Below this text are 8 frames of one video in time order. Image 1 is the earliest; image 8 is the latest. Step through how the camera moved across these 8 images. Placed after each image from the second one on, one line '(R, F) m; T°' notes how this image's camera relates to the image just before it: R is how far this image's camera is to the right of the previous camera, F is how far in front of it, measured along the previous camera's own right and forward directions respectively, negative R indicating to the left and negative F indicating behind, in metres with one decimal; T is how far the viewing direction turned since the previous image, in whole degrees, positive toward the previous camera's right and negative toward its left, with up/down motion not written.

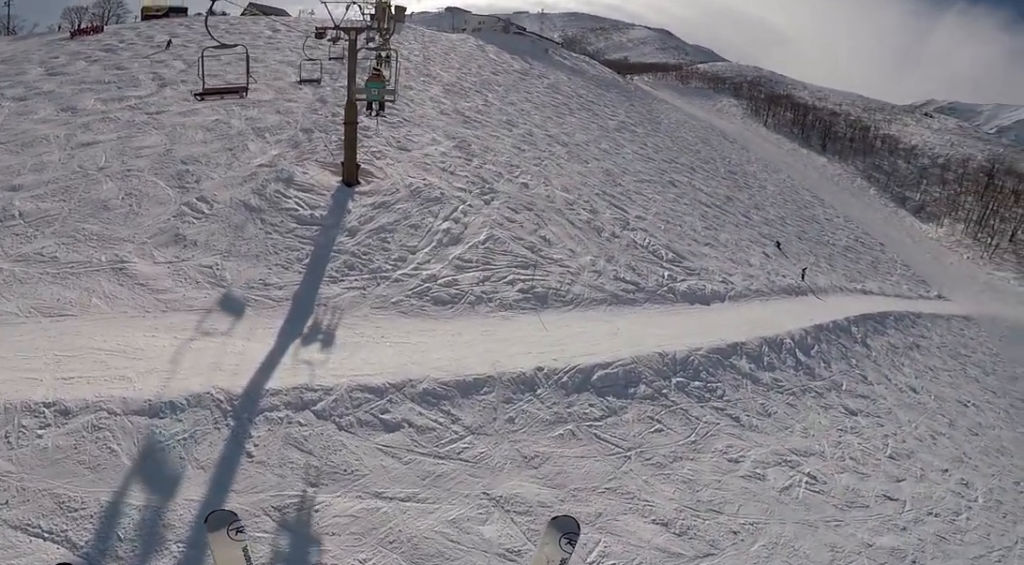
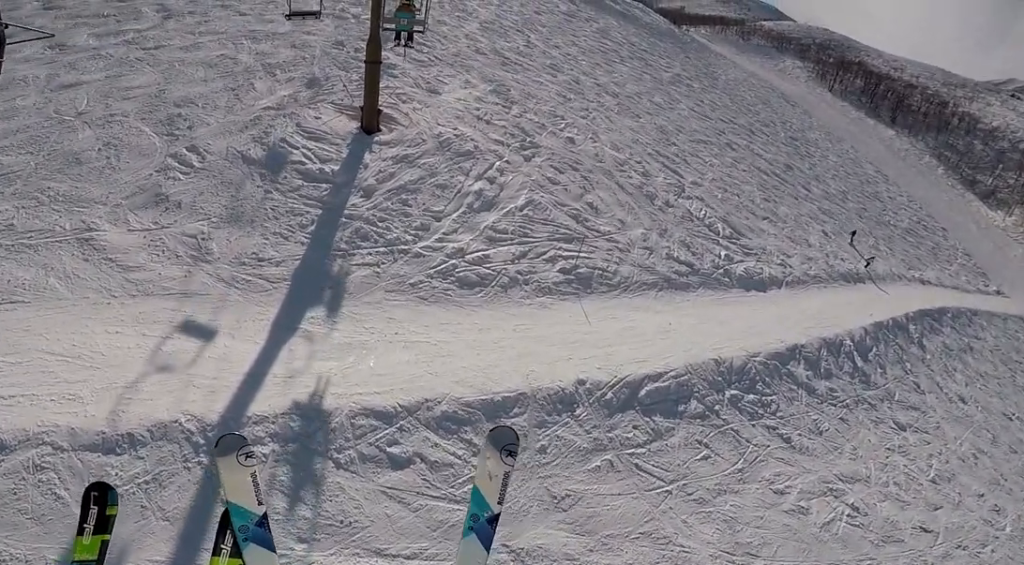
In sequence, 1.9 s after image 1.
(+0.9, +4.5) m; +12°
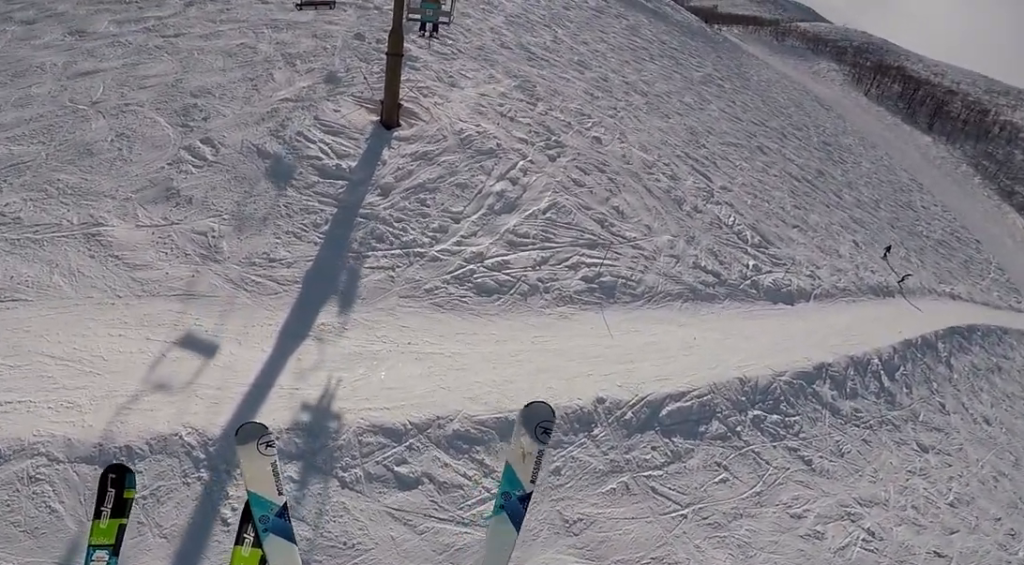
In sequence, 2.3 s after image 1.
(0.0, +1.0) m; 0°
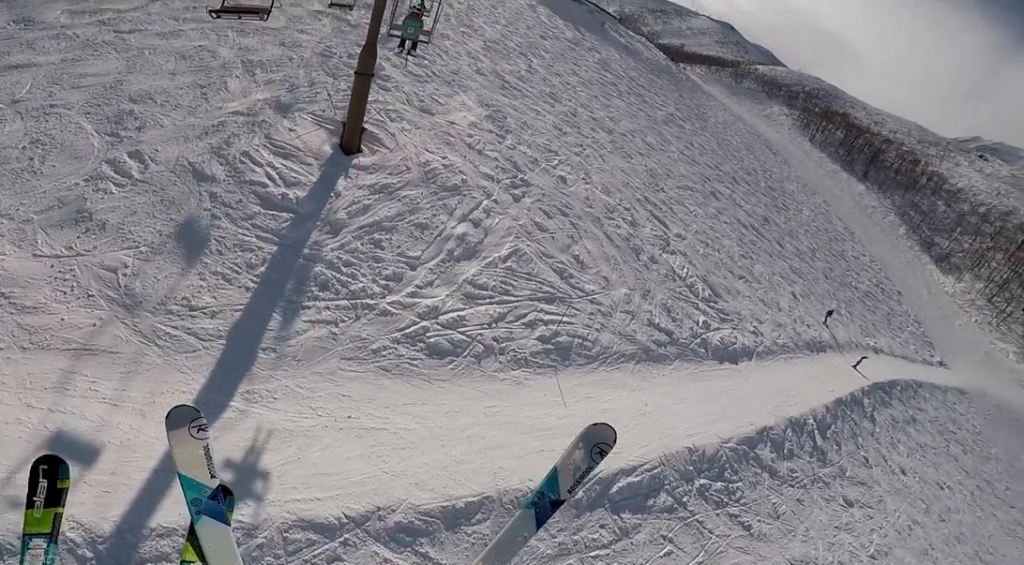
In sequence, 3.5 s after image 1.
(0.0, +2.5) m; 0°
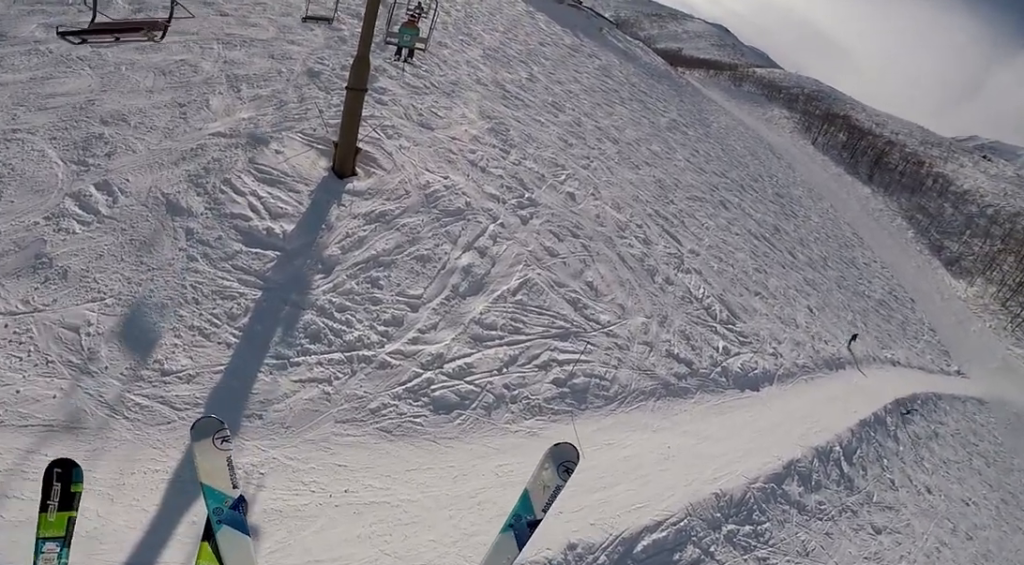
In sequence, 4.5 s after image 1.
(0.0, +2.2) m; 0°
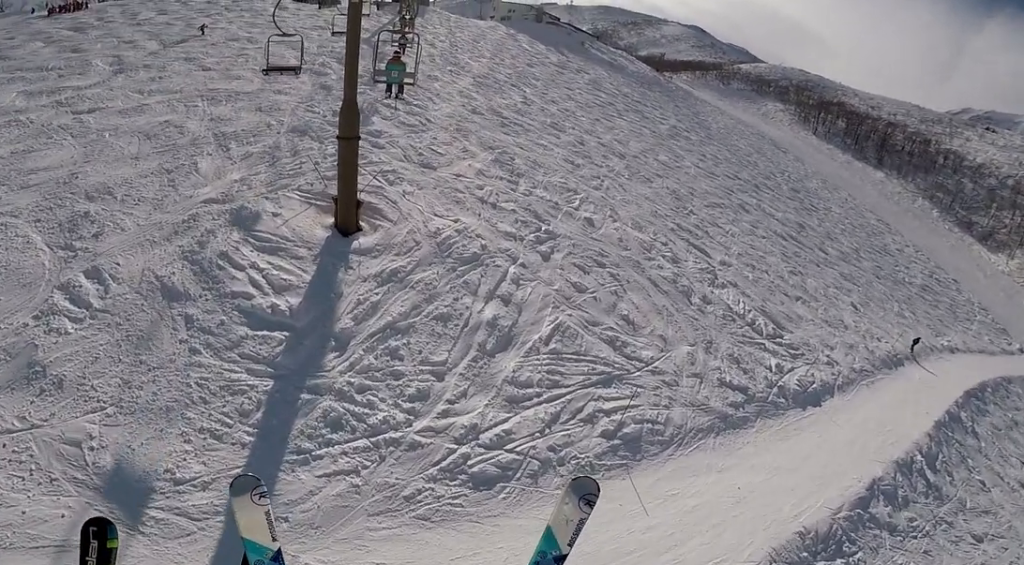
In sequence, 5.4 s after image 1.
(0.0, +1.9) m; 0°
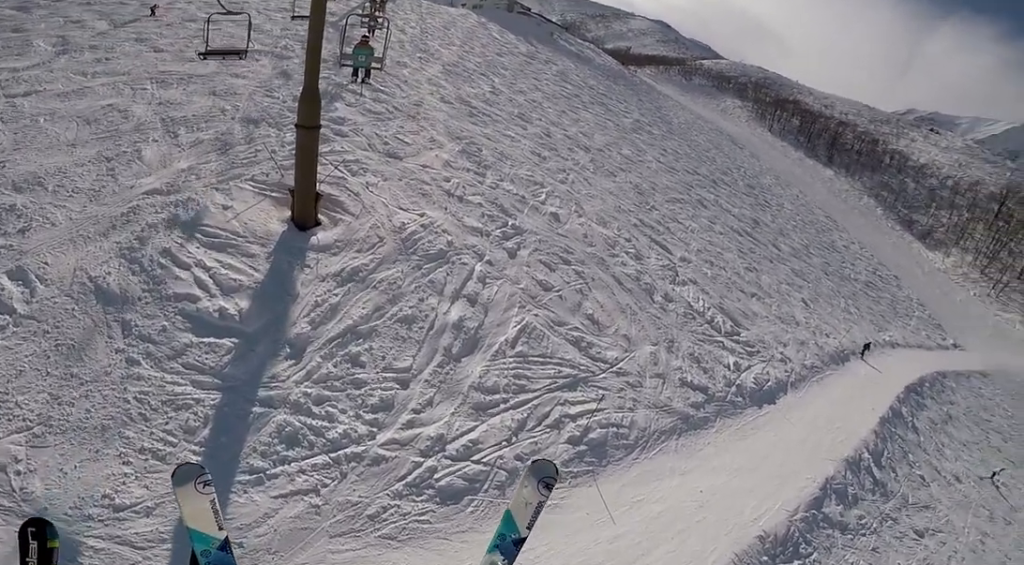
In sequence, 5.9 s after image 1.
(0.0, +1.0) m; -6°
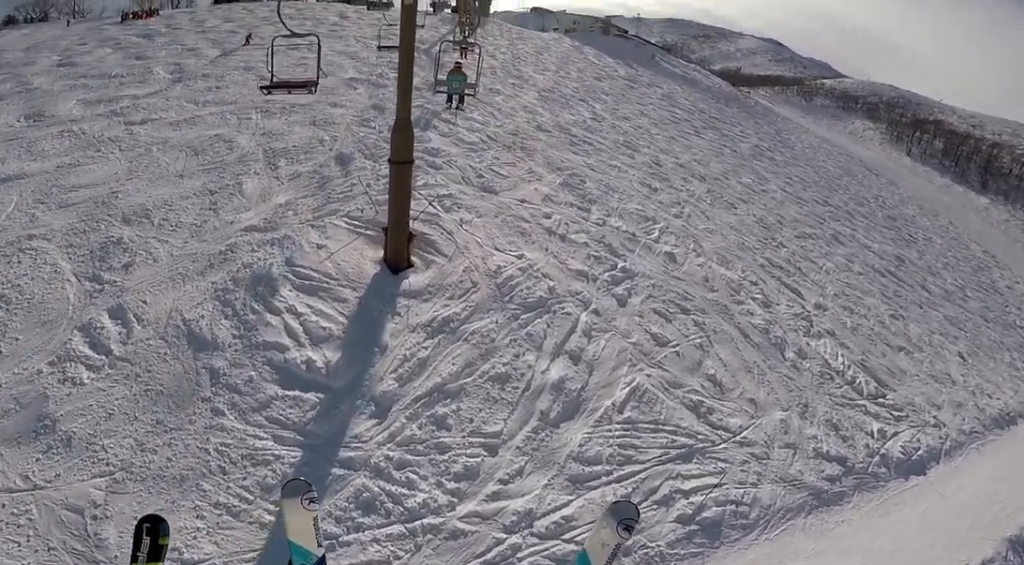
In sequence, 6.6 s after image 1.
(+0.1, +1.5) m; -12°
